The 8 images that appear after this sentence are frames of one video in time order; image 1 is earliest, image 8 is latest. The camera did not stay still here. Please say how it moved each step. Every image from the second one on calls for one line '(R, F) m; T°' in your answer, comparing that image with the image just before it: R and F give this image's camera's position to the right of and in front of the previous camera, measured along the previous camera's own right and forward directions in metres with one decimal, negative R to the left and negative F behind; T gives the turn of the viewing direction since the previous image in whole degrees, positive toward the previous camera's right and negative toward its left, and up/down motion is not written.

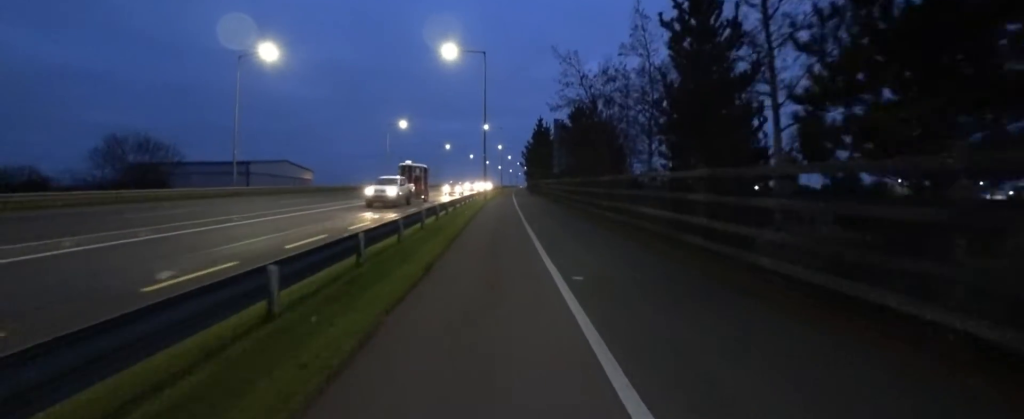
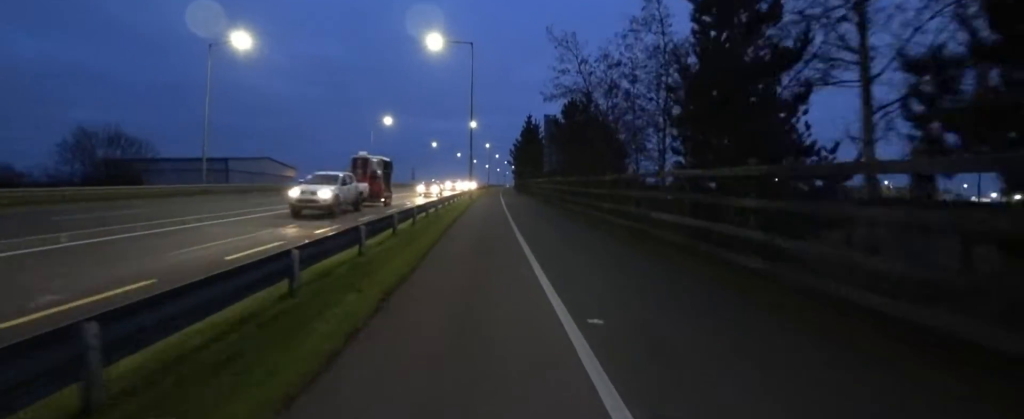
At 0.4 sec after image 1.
(0.0, +1.6) m; 0°
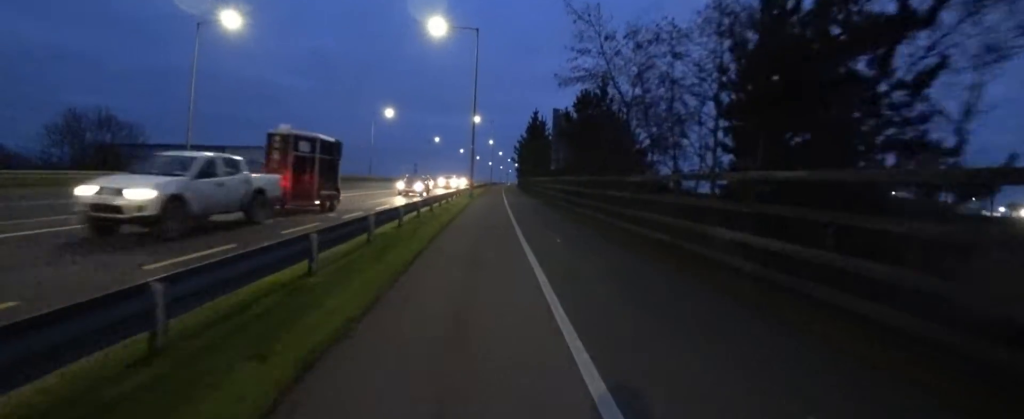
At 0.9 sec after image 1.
(0.0, +1.9) m; 0°
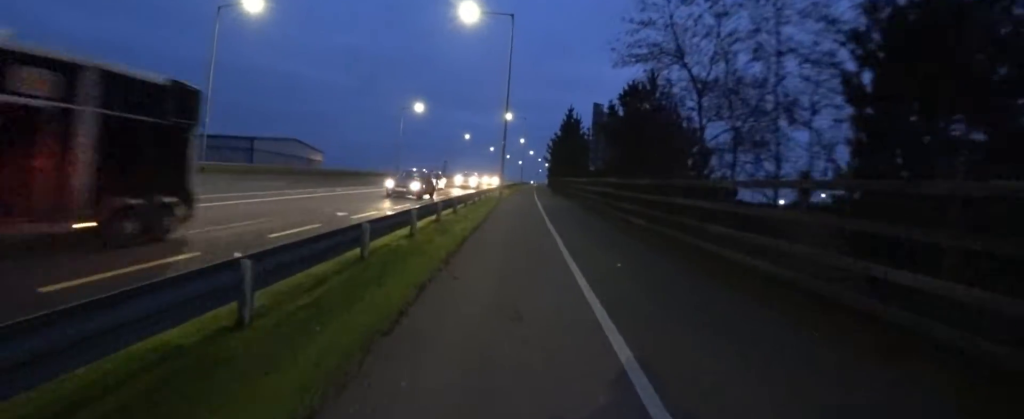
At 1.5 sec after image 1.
(0.0, +2.1) m; 0°
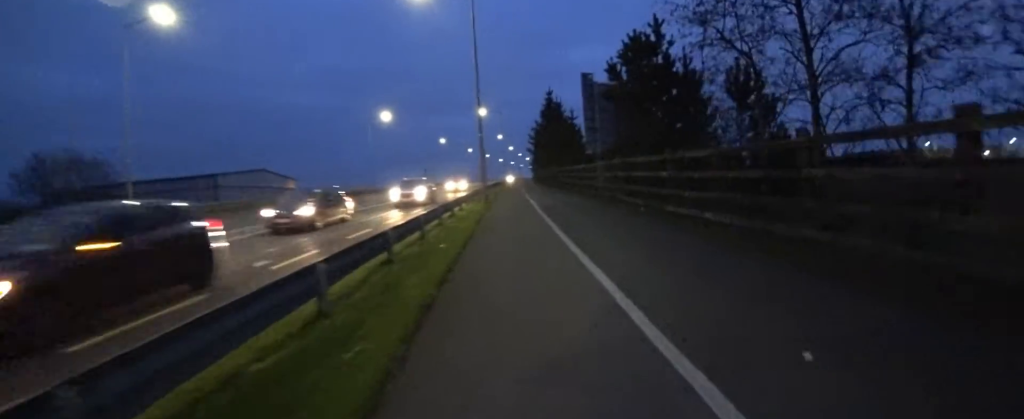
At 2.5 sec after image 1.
(0.0, +4.0) m; 0°
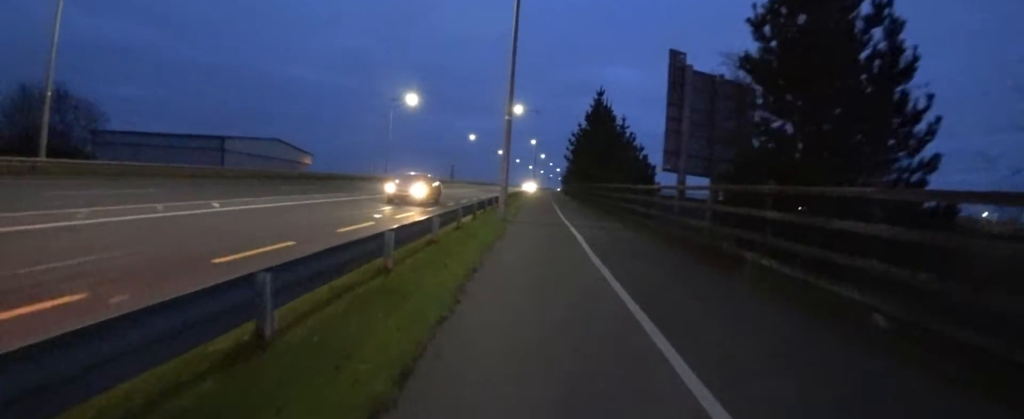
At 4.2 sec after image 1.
(0.0, +6.4) m; 0°
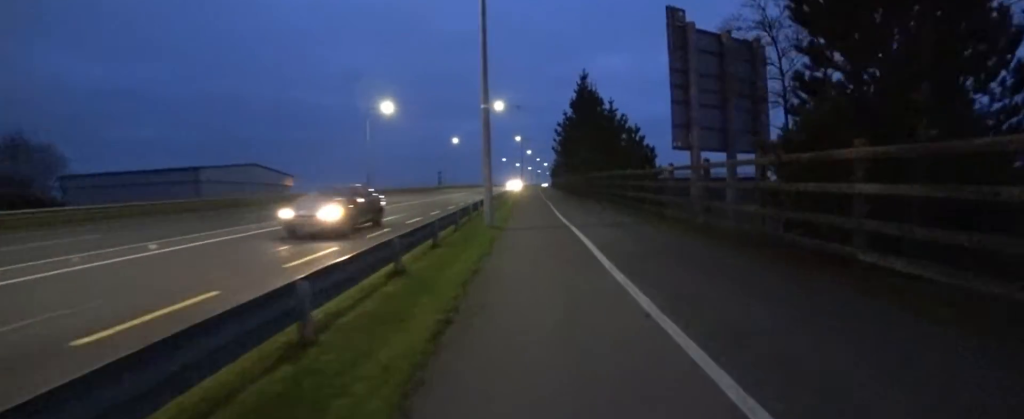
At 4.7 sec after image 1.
(0.0, +1.9) m; 0°
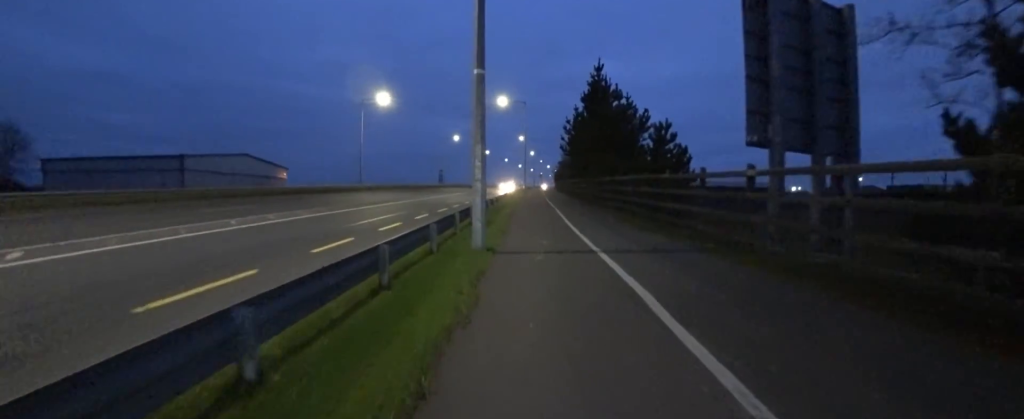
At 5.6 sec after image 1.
(0.0, +3.1) m; 0°
